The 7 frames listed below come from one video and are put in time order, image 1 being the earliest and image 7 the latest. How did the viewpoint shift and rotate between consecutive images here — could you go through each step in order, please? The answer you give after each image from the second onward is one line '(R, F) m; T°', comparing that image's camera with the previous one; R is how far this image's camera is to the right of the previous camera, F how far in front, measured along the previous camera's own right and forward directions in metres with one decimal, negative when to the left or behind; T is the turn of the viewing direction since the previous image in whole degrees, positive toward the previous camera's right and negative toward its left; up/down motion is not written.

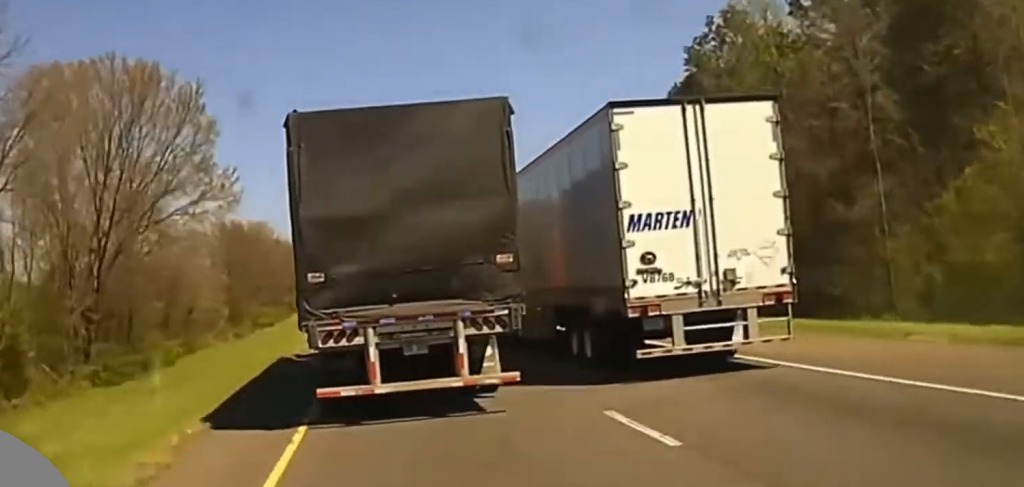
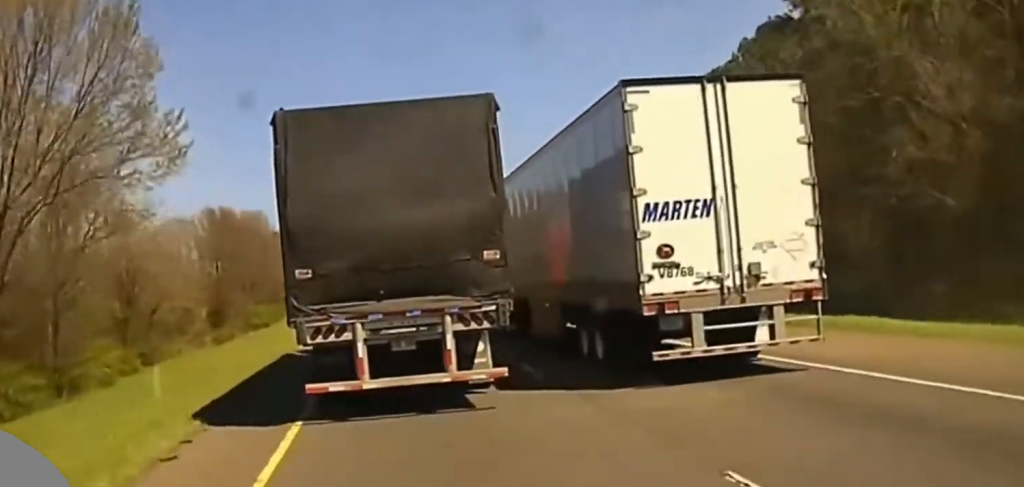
(0.0, +16.0) m; 0°
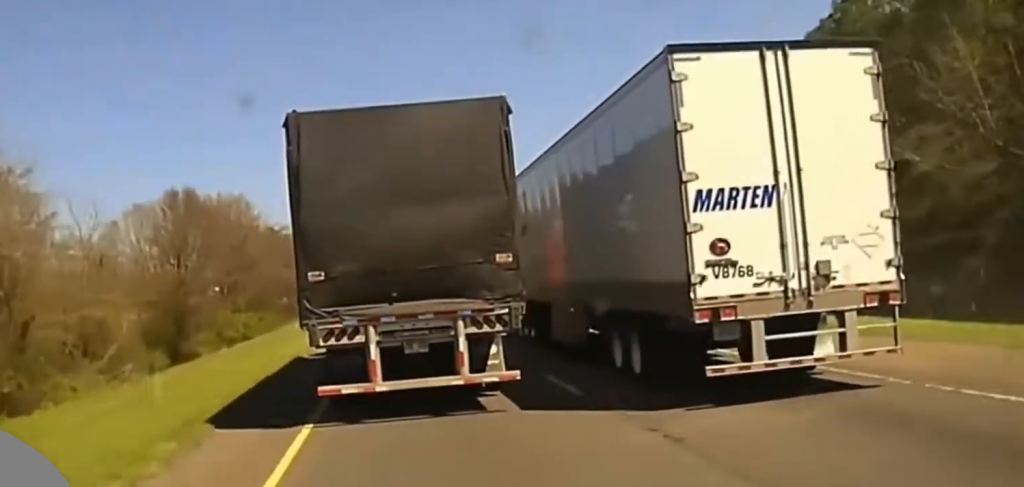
(-0.1, +27.0) m; -1°
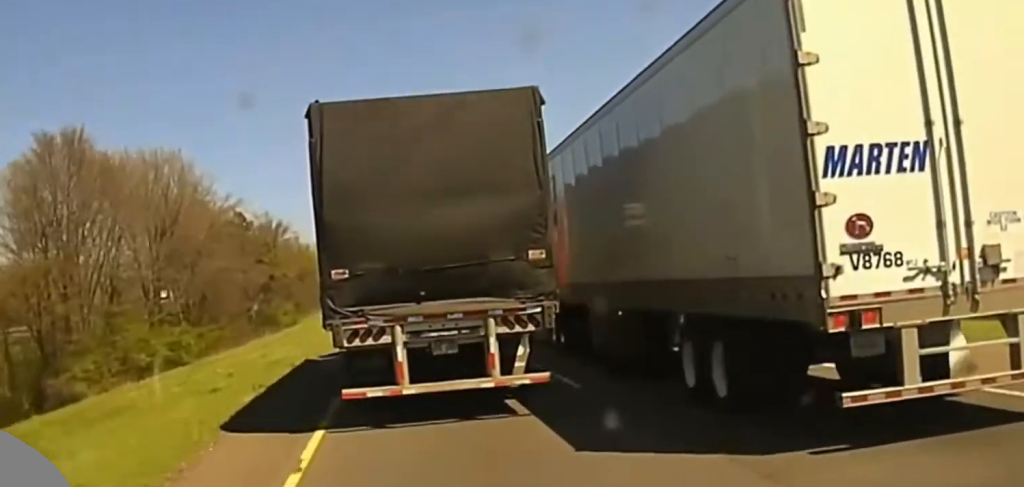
(-0.4, +36.9) m; -1°
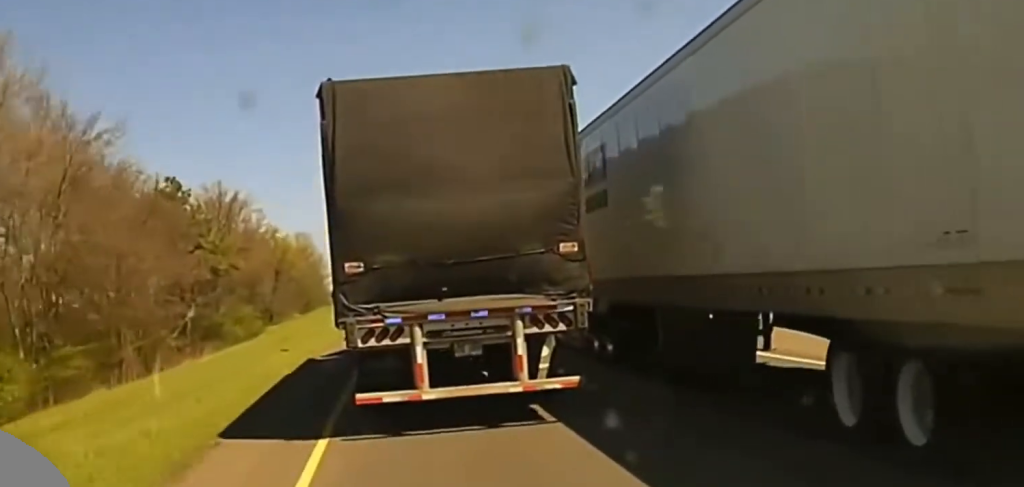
(+0.1, +41.2) m; +1°
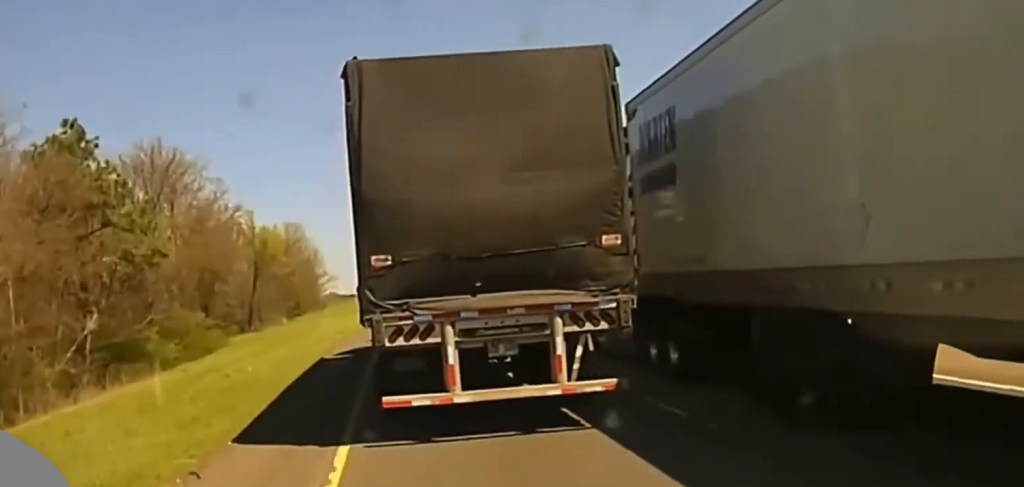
(+0.2, +29.1) m; 0°
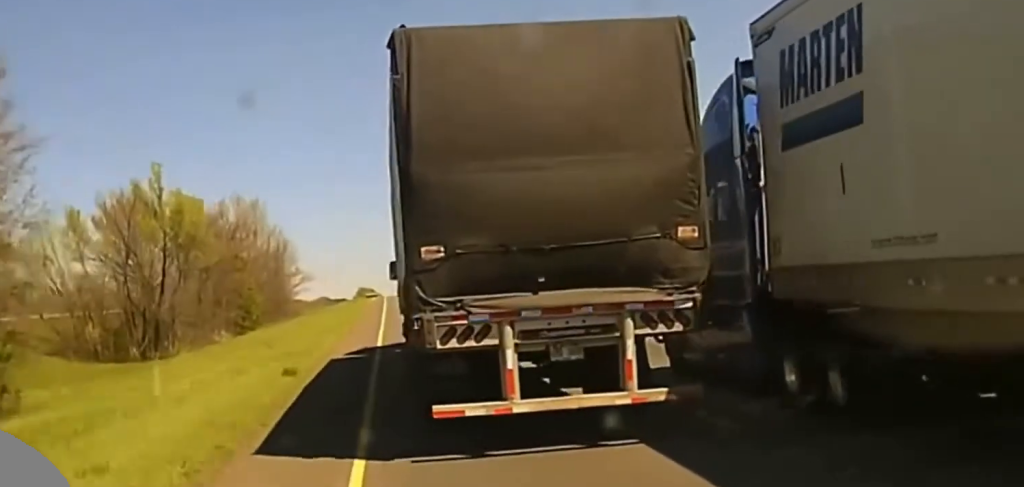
(-0.1, +45.3) m; 0°
